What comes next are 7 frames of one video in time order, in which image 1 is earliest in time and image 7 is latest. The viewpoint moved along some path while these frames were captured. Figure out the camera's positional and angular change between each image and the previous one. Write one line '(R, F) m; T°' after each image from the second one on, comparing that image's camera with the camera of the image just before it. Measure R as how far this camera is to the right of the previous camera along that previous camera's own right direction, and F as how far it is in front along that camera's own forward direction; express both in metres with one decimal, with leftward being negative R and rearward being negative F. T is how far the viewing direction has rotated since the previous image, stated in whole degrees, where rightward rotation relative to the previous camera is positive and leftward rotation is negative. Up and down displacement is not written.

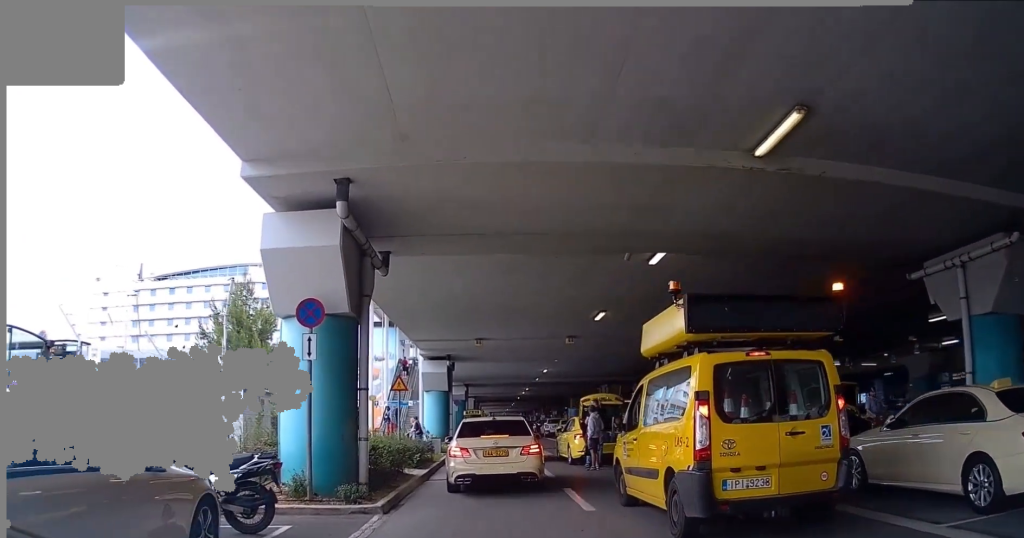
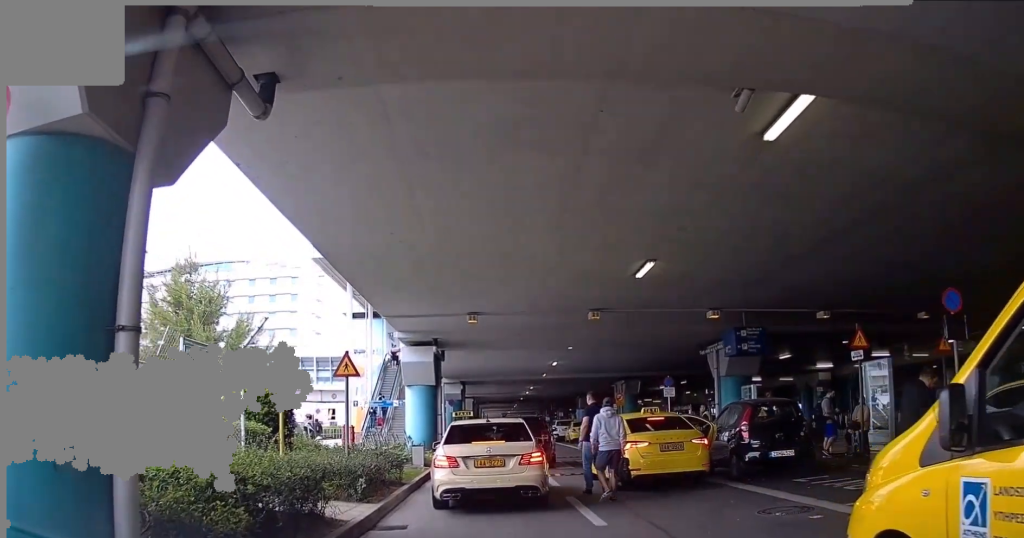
(0.0, +12.8) m; +1°
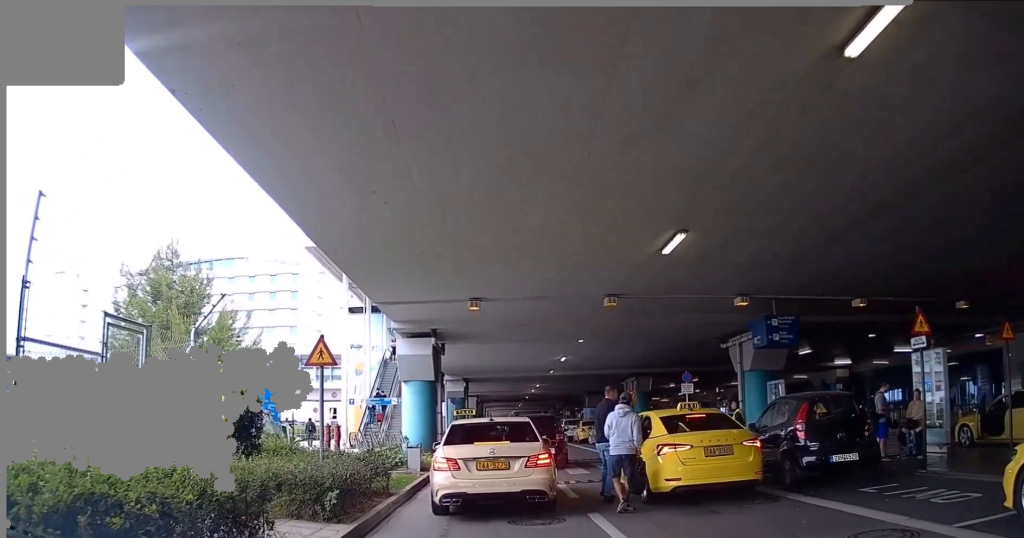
(0.0, +3.8) m; +1°
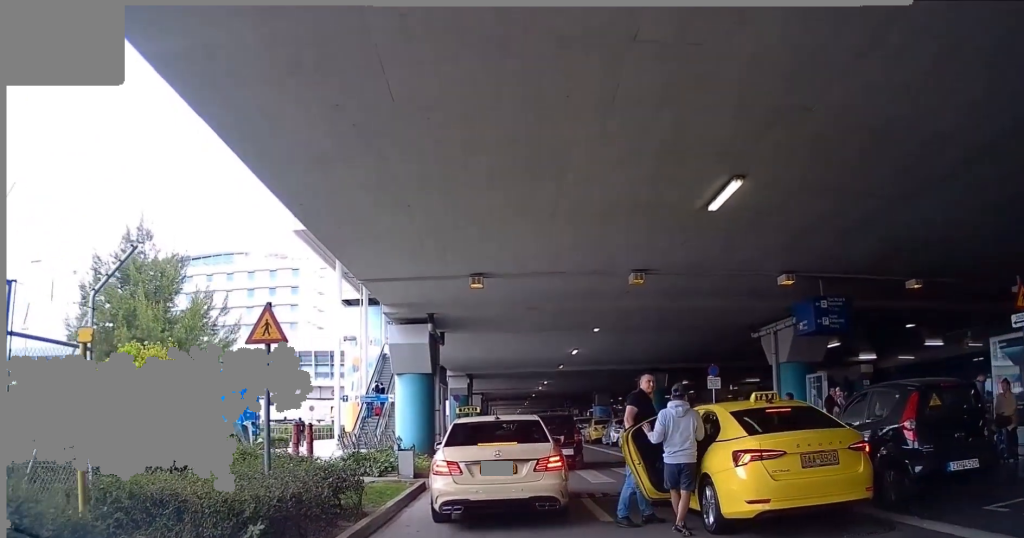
(0.0, +4.9) m; 0°
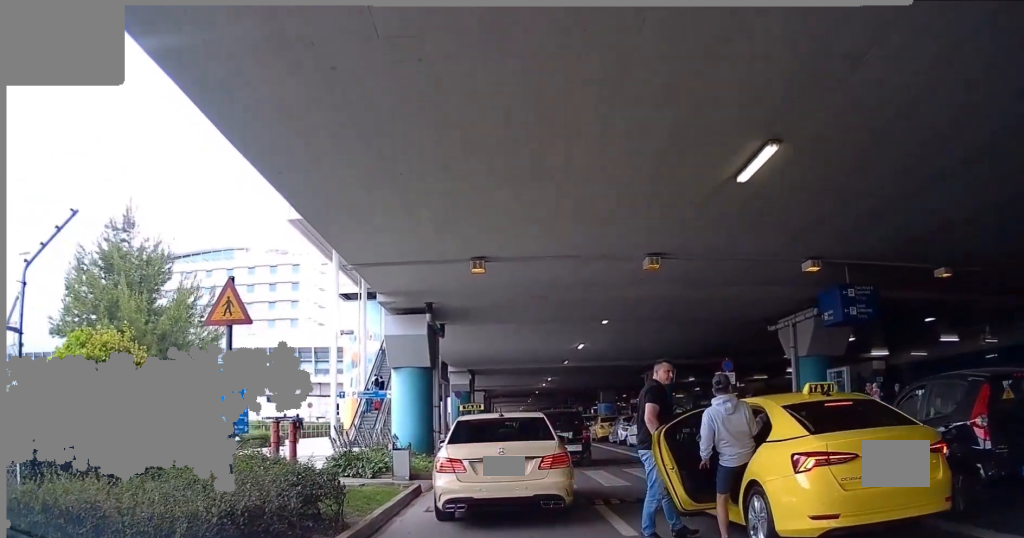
(0.0, +2.4) m; -1°
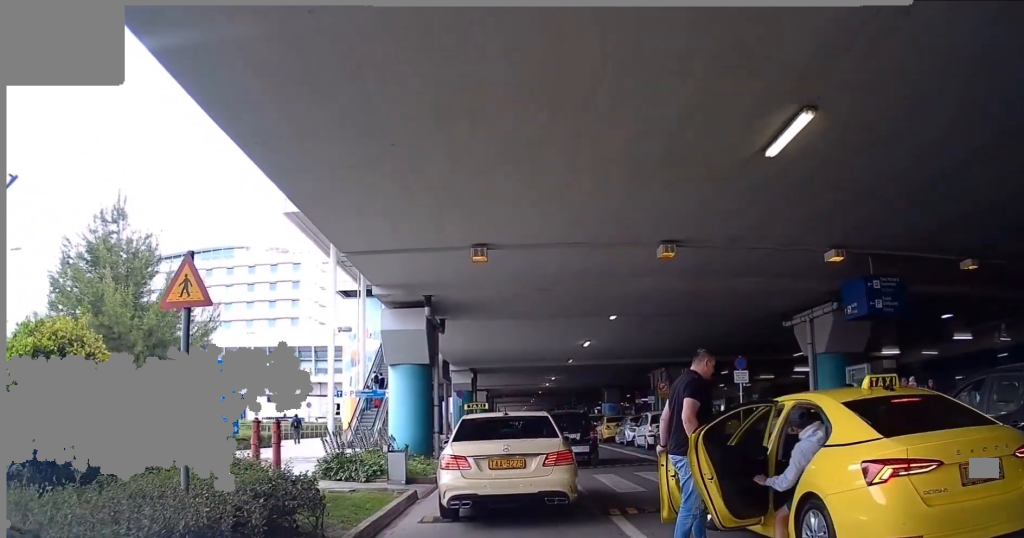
(0.0, +1.8) m; -1°
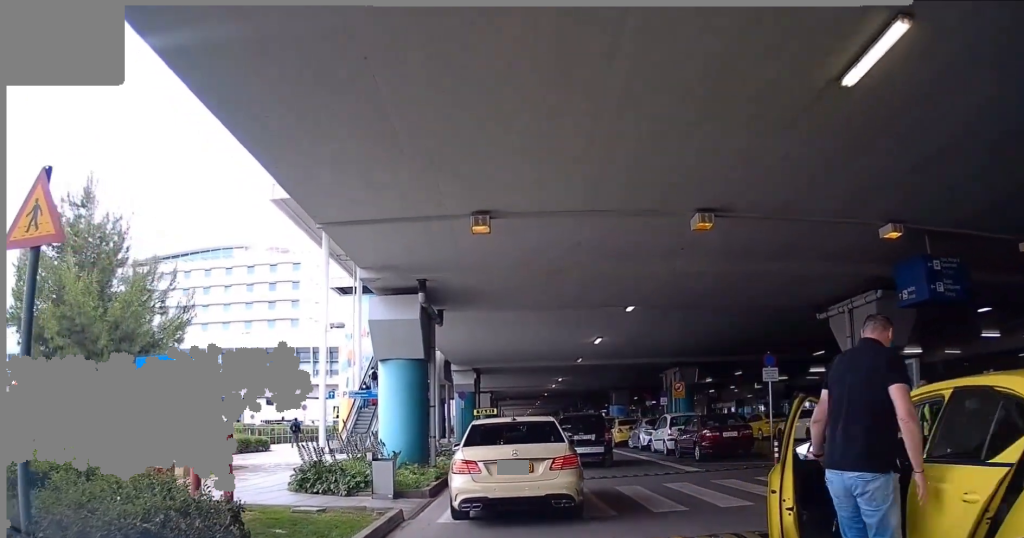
(0.0, +3.0) m; -1°
